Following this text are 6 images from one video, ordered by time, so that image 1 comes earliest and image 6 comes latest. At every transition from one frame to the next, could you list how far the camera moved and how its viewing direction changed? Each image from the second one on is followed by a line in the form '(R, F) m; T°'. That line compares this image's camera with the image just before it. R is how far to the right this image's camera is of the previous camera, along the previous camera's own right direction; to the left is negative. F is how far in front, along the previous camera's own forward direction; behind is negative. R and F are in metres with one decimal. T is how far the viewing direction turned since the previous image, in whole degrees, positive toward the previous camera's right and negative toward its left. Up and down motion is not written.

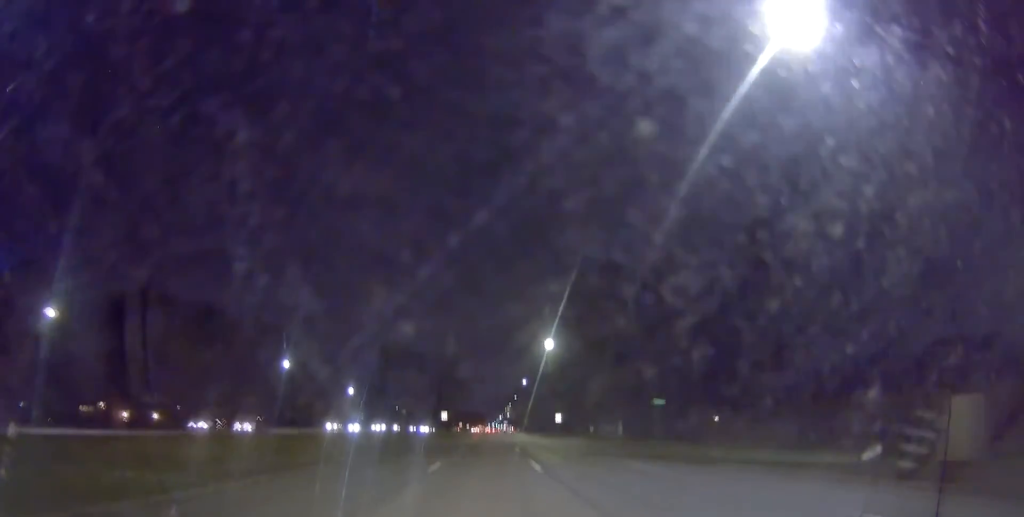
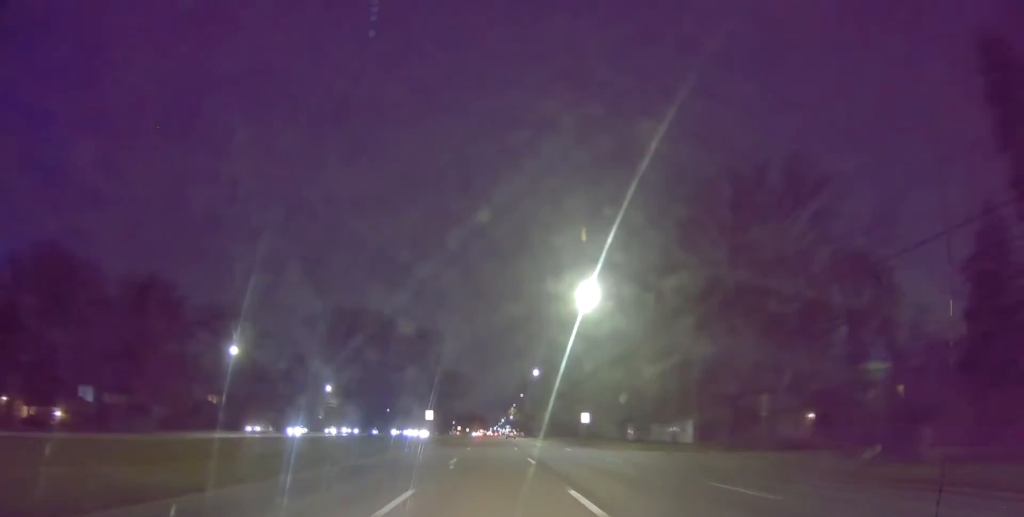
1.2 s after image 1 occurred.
(-0.8, +24.3) m; -1°
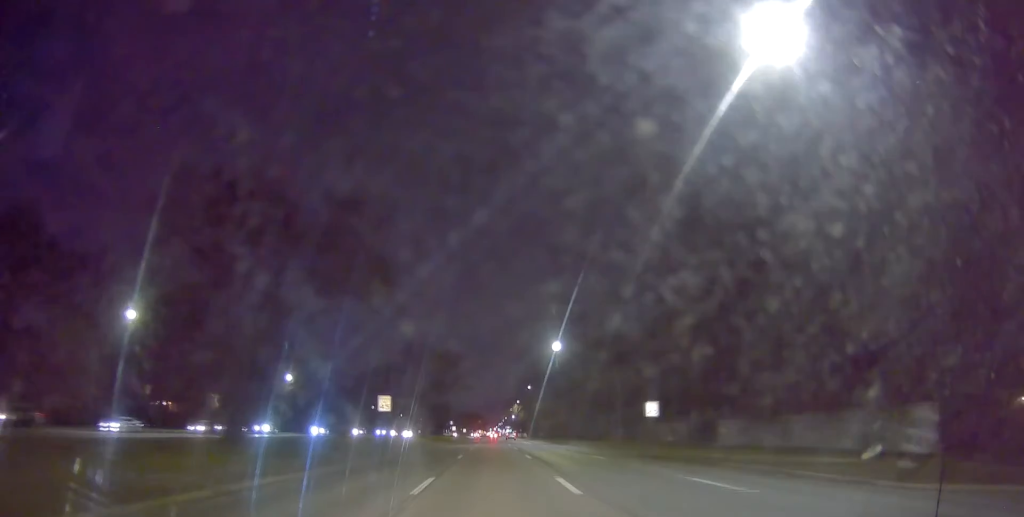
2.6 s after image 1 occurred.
(+0.7, +27.8) m; +1°
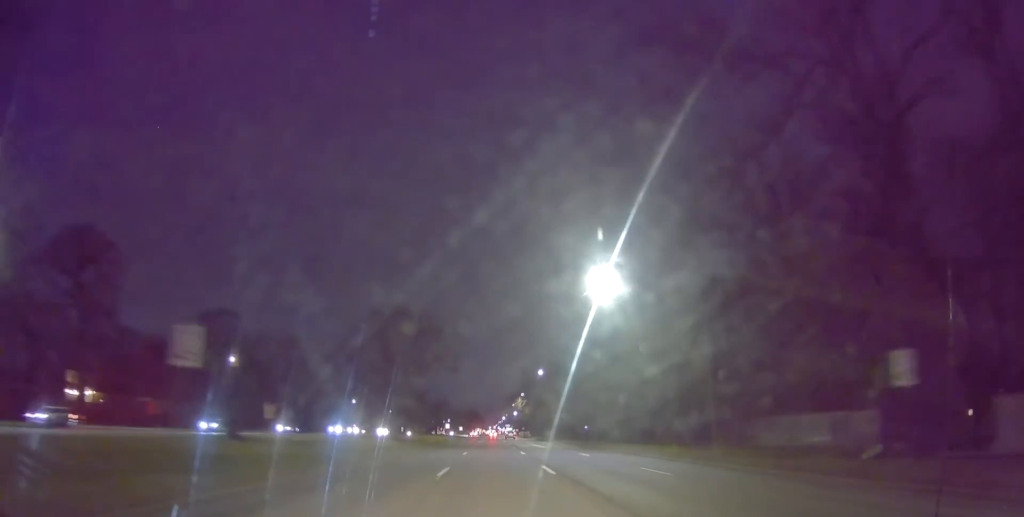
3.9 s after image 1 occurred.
(-0.1, +25.3) m; +1°
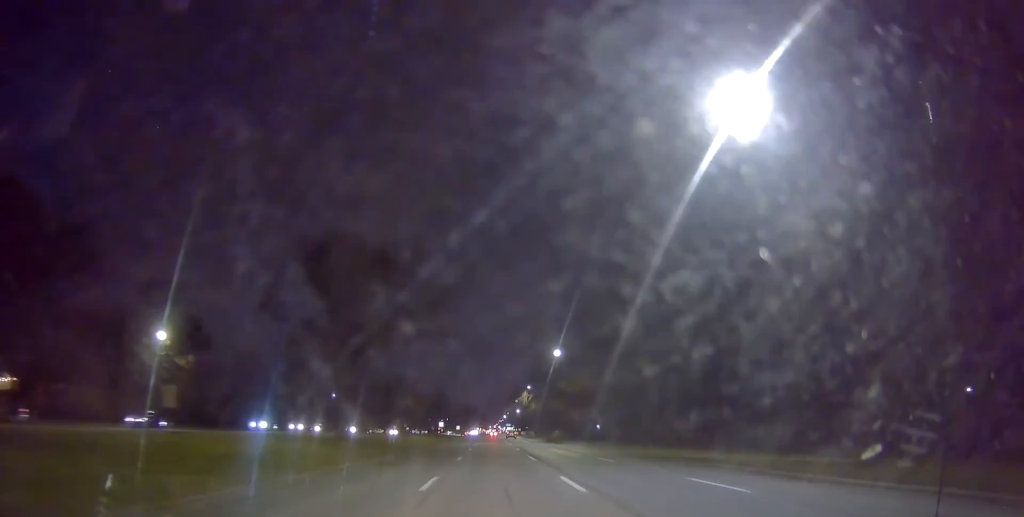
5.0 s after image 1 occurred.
(+0.2, +20.3) m; +1°
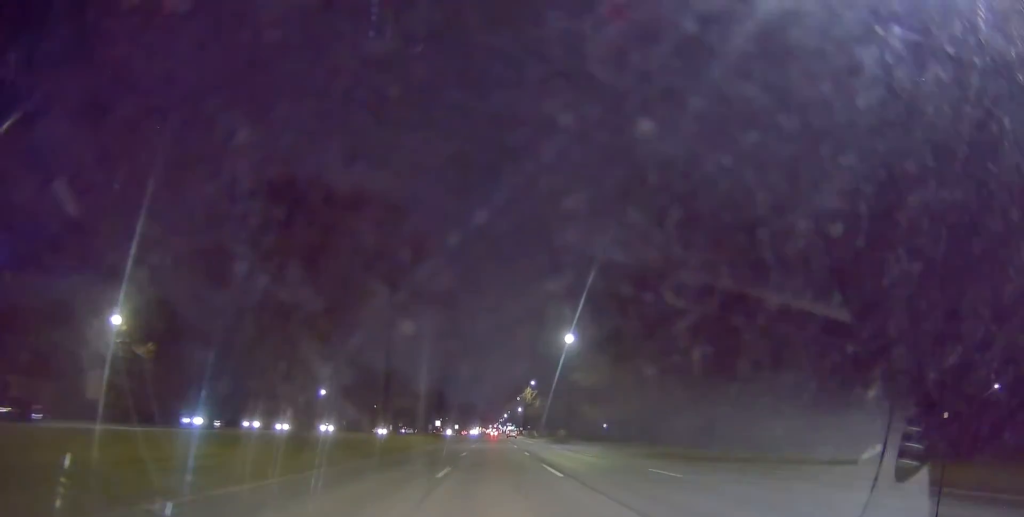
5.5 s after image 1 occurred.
(0.0, +9.5) m; 0°
